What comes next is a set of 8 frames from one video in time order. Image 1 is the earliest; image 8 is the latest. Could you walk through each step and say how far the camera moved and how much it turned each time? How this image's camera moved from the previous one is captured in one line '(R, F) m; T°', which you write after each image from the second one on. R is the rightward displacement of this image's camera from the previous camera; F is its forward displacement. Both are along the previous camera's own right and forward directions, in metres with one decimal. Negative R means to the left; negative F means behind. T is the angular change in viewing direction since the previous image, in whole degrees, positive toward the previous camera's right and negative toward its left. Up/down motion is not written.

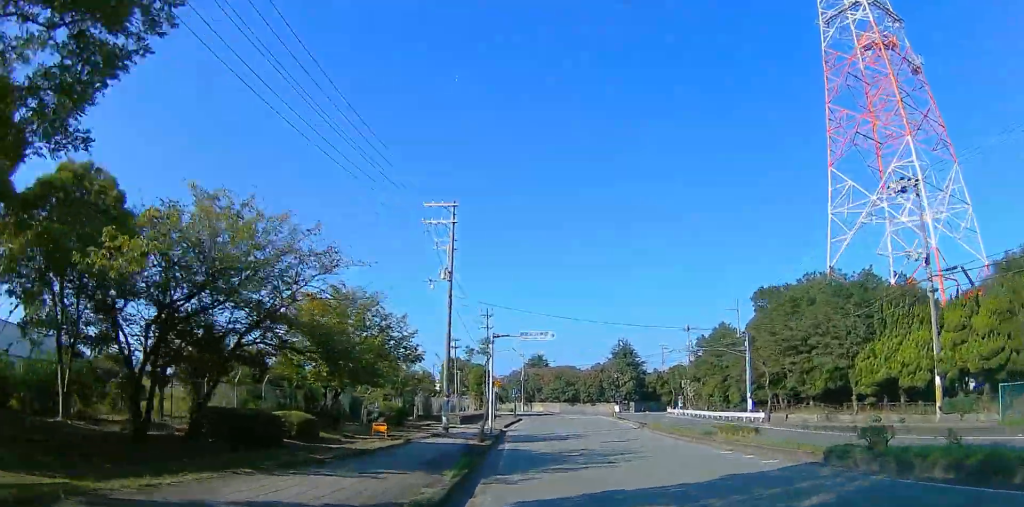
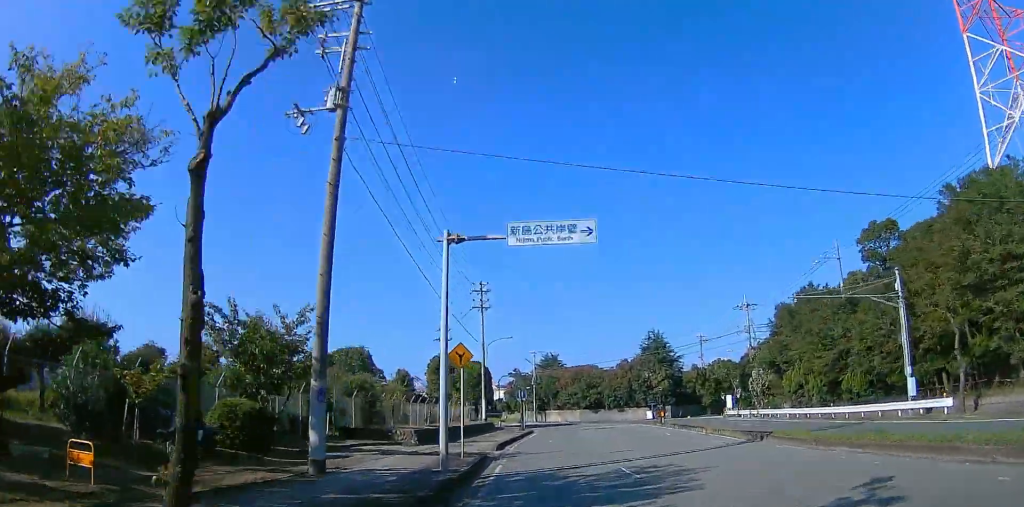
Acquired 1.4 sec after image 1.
(-0.1, +20.8) m; -1°
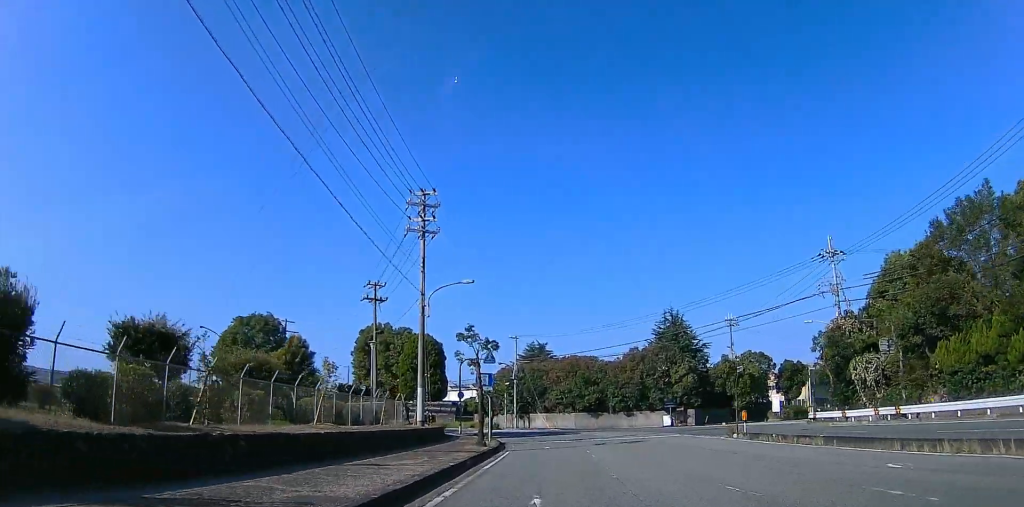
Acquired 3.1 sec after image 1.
(-0.2, +22.8) m; -3°
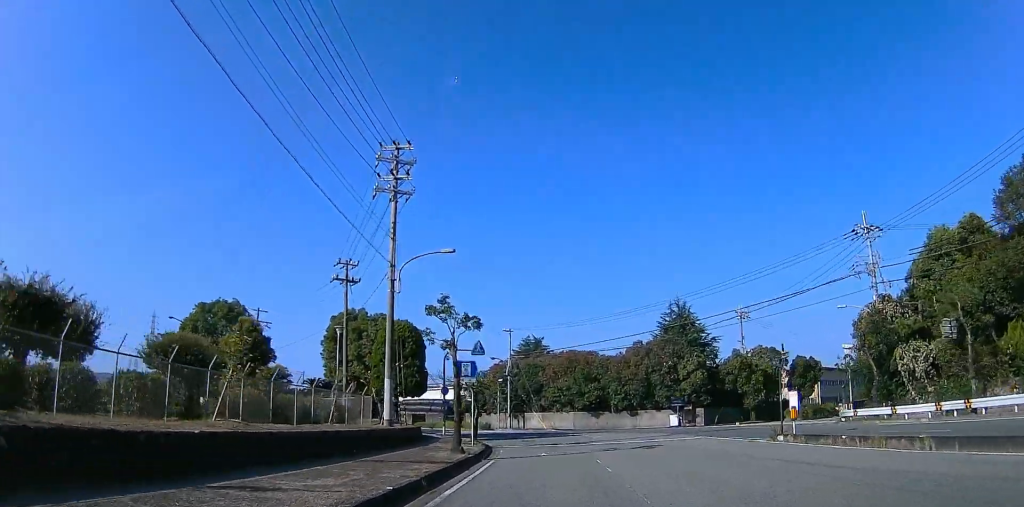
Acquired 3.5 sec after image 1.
(-0.2, +5.8) m; 0°
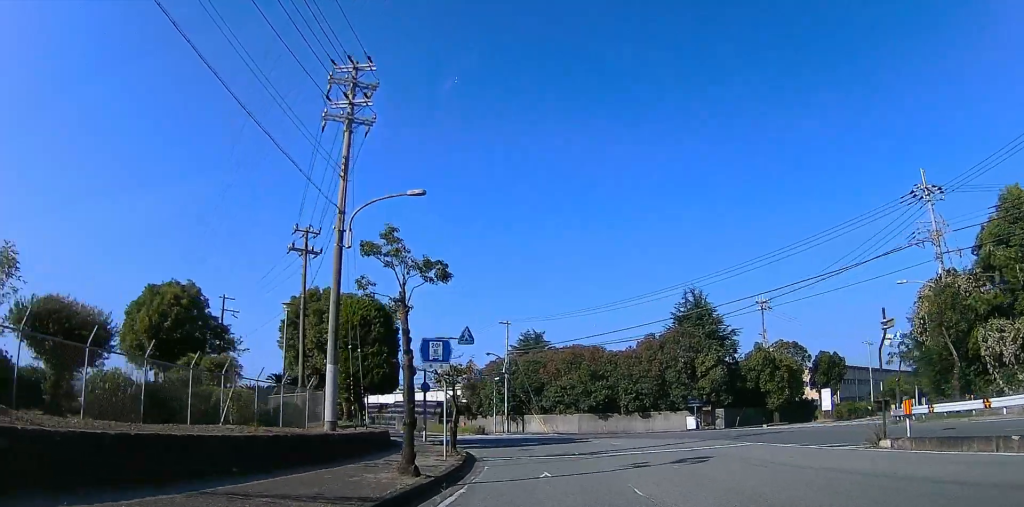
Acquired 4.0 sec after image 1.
(-0.3, +7.2) m; 0°
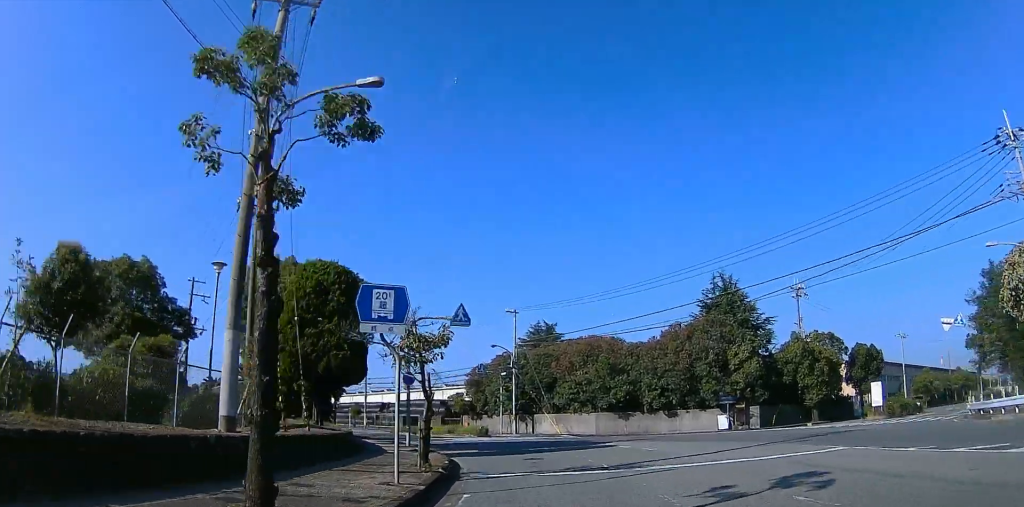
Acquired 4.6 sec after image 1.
(+0.2, +7.0) m; 0°
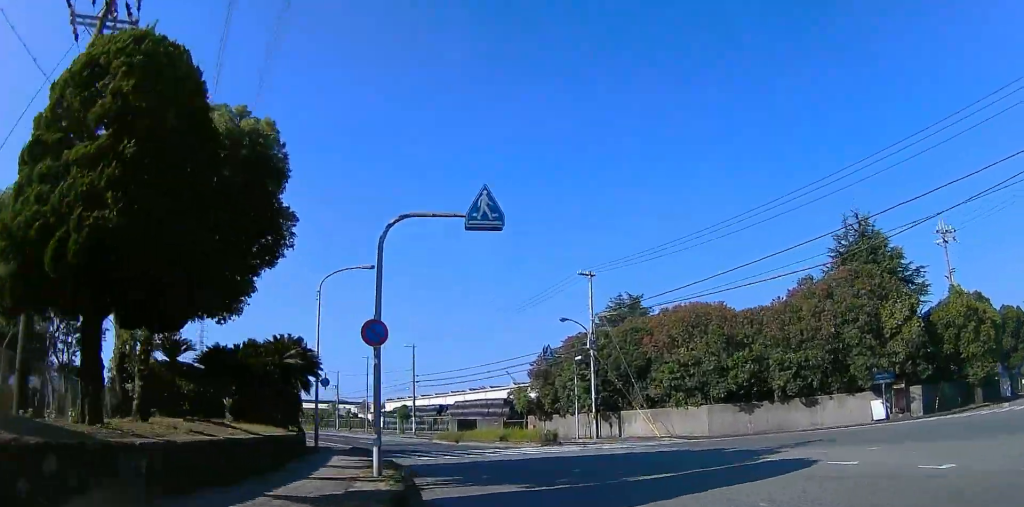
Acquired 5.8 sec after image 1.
(-0.1, +15.0) m; -2°
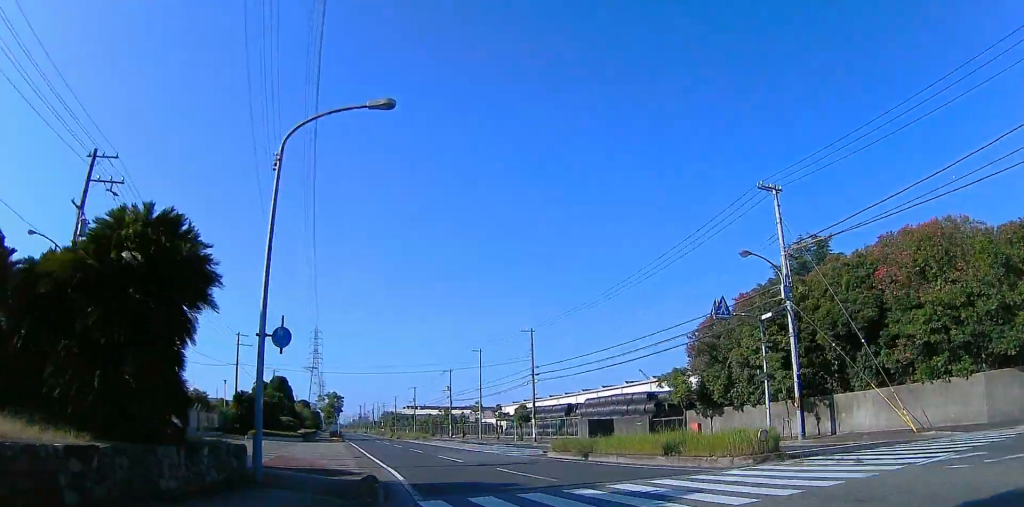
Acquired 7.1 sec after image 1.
(-0.3, +15.4) m; -10°
